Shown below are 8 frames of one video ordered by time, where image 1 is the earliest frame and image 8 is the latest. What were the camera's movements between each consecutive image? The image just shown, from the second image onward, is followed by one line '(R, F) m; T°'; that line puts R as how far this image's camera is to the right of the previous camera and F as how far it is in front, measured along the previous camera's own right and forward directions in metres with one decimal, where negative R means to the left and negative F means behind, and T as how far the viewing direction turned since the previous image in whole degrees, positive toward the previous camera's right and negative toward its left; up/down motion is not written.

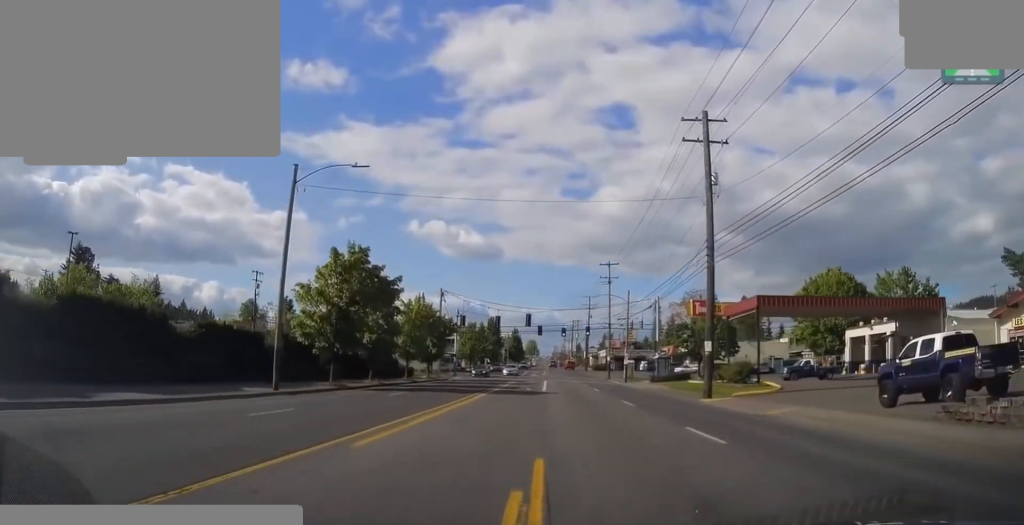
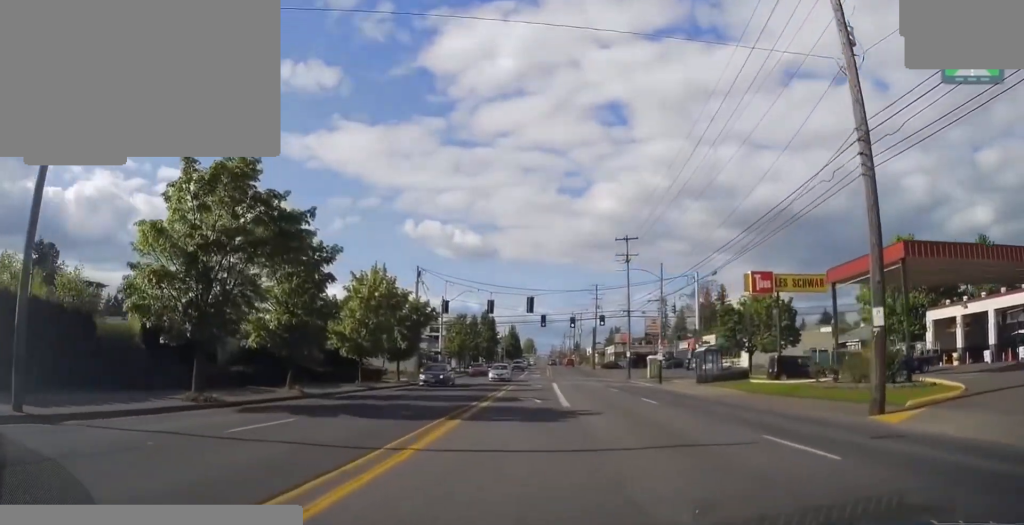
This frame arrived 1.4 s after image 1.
(+0.1, +14.5) m; -2°
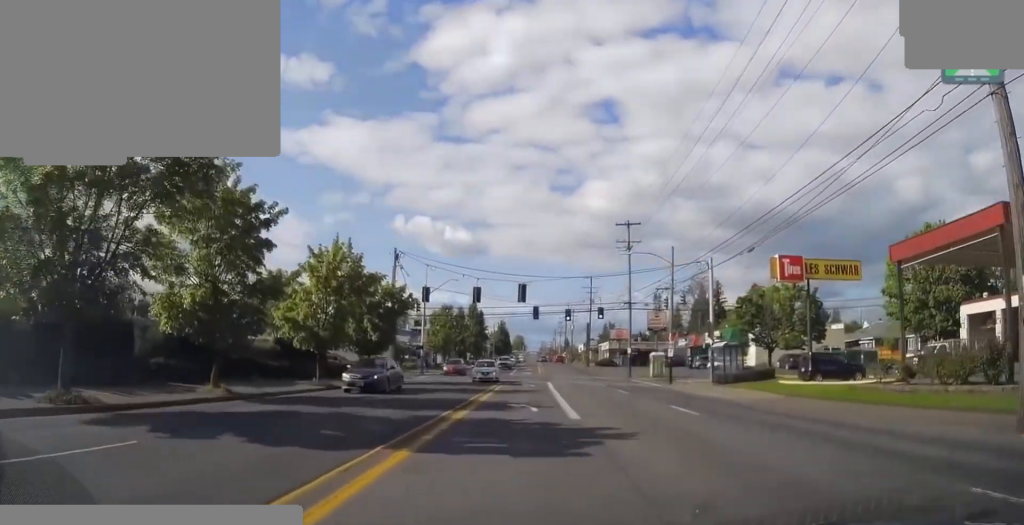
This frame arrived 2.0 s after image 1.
(-0.4, +5.8) m; +2°
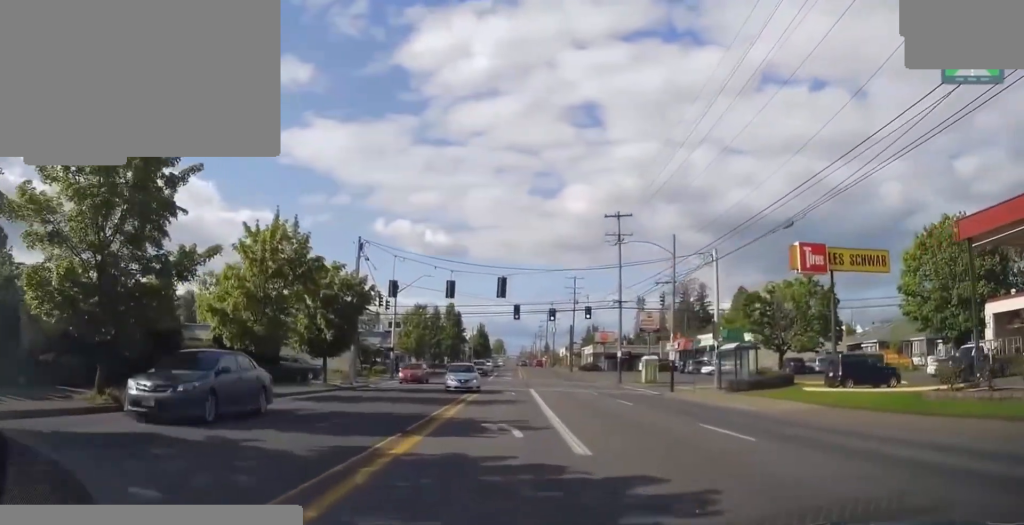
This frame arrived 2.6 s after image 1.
(+0.1, +5.0) m; +3°
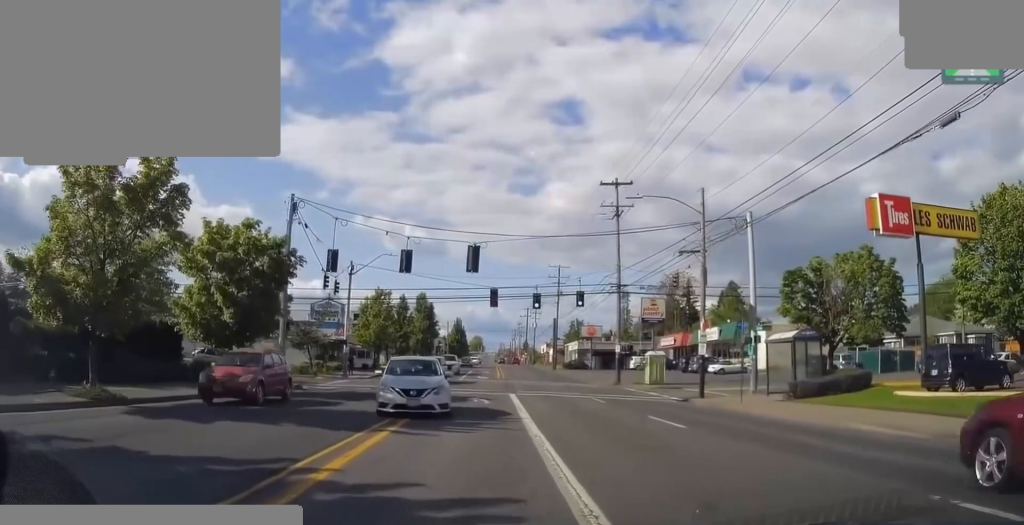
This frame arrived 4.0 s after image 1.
(+0.6, +8.4) m; 0°
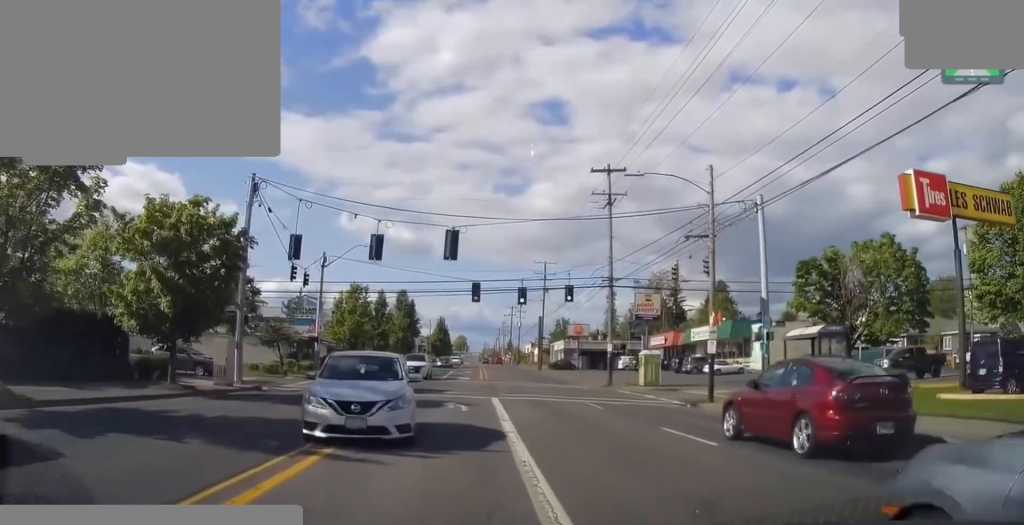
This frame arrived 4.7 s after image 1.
(-0.1, +2.9) m; -2°
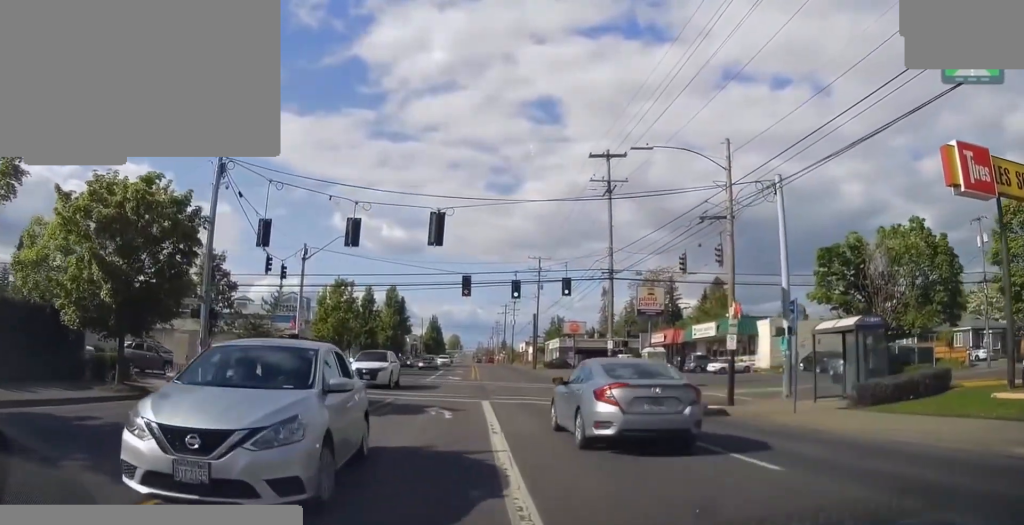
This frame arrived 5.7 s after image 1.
(0.0, +2.6) m; 0°
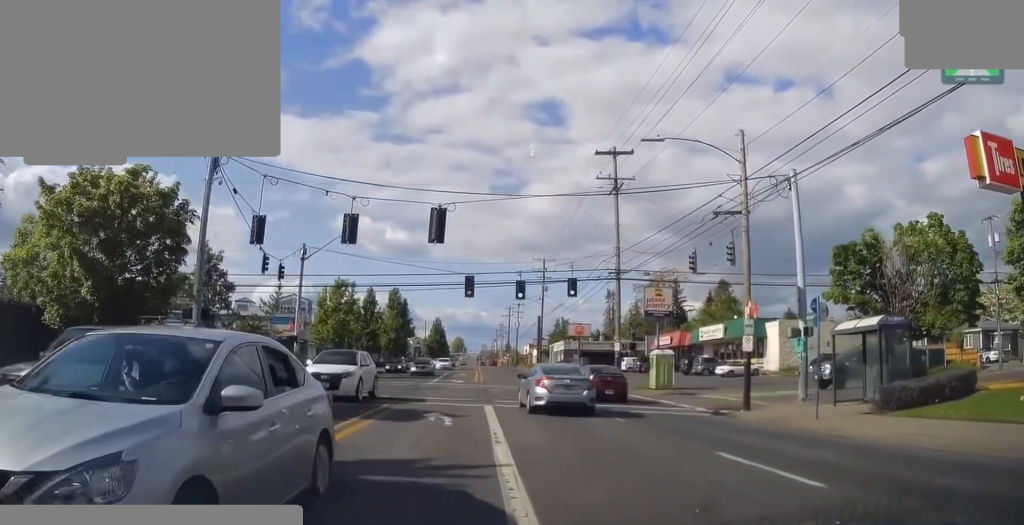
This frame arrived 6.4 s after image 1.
(0.0, +1.3) m; 0°
